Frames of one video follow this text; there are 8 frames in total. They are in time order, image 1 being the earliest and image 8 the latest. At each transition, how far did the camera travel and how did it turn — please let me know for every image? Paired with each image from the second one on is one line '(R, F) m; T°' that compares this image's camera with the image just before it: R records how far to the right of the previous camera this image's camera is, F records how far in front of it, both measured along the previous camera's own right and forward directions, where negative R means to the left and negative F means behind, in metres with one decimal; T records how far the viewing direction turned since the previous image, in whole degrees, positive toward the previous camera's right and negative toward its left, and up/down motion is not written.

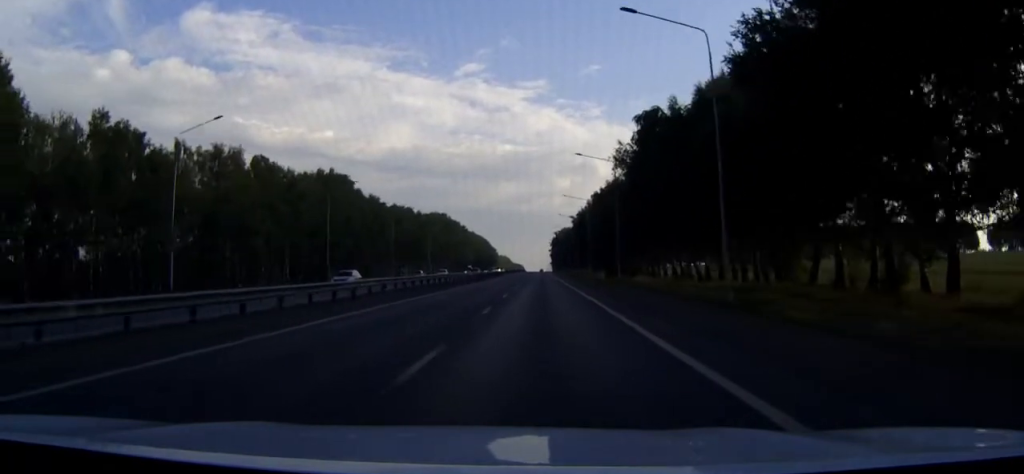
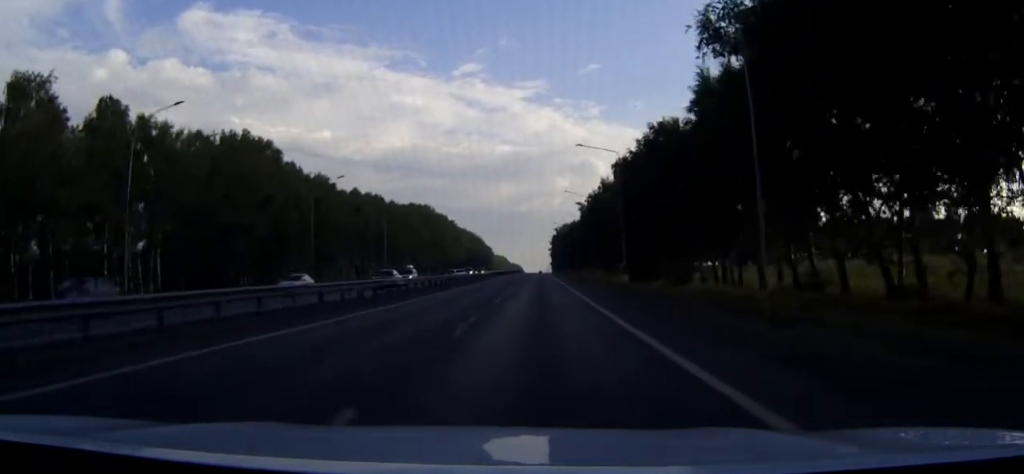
(0.0, +40.1) m; 0°
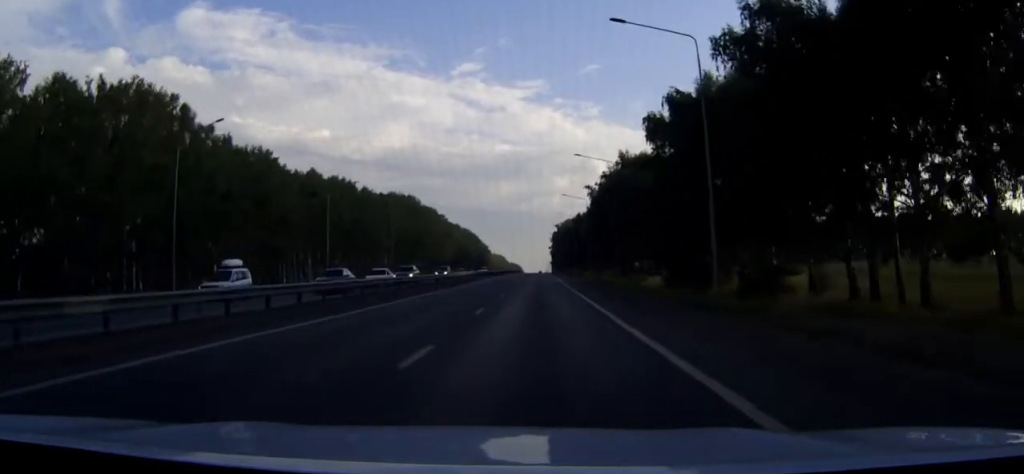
(0.0, +29.0) m; 0°
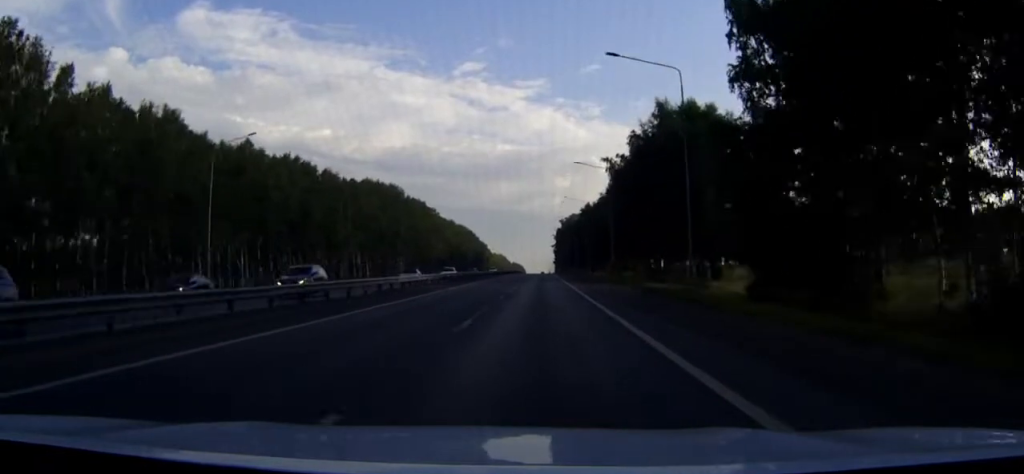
(0.0, +29.8) m; 0°
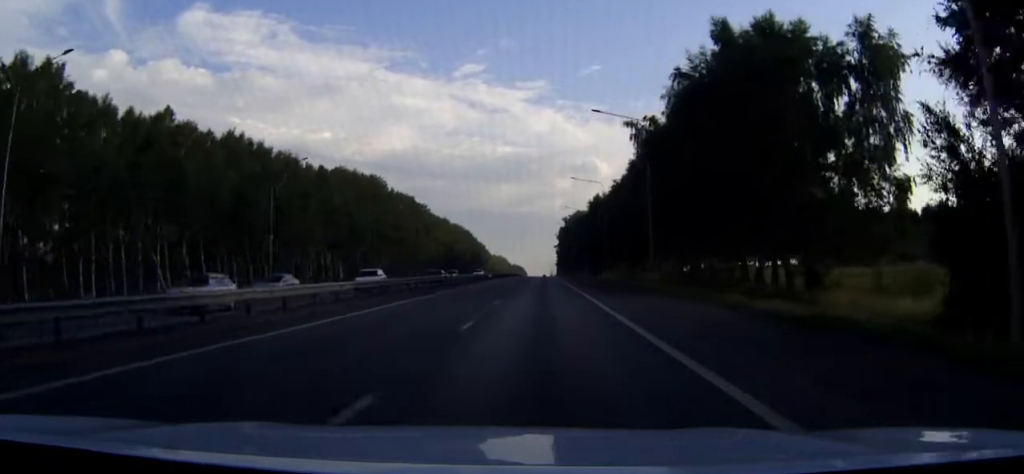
(0.0, +22.9) m; 0°
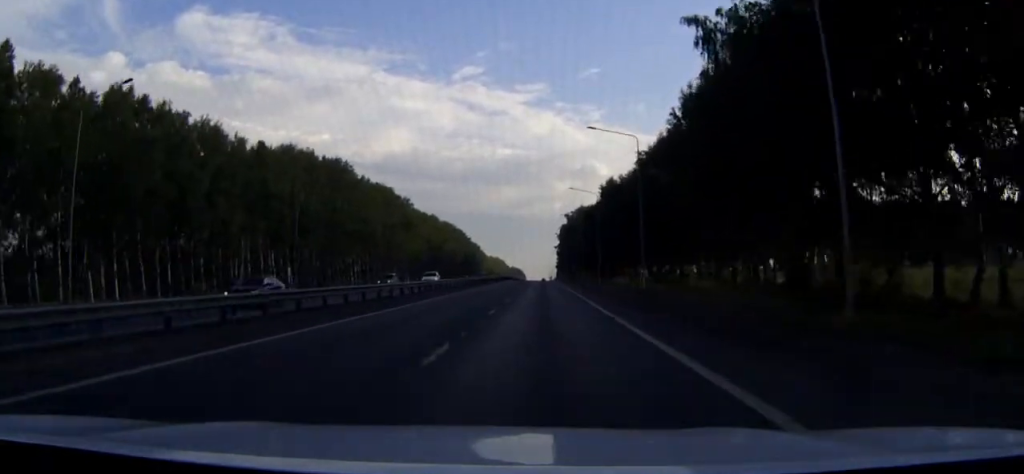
(0.0, +28.7) m; 0°
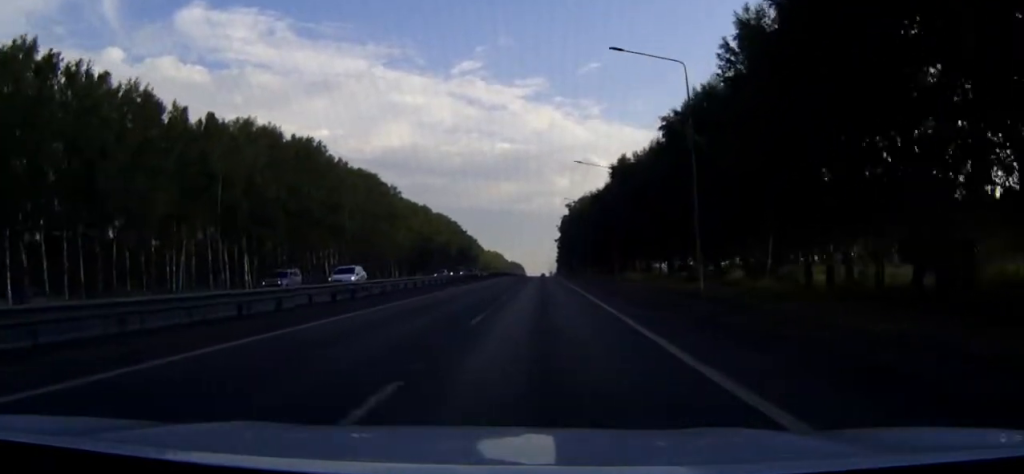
(0.0, +16.9) m; 0°
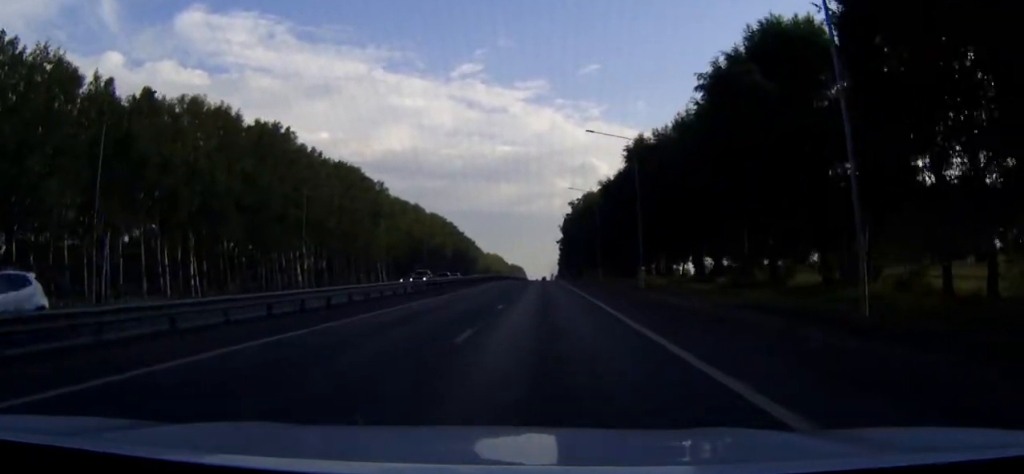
(0.0, +16.0) m; 0°
